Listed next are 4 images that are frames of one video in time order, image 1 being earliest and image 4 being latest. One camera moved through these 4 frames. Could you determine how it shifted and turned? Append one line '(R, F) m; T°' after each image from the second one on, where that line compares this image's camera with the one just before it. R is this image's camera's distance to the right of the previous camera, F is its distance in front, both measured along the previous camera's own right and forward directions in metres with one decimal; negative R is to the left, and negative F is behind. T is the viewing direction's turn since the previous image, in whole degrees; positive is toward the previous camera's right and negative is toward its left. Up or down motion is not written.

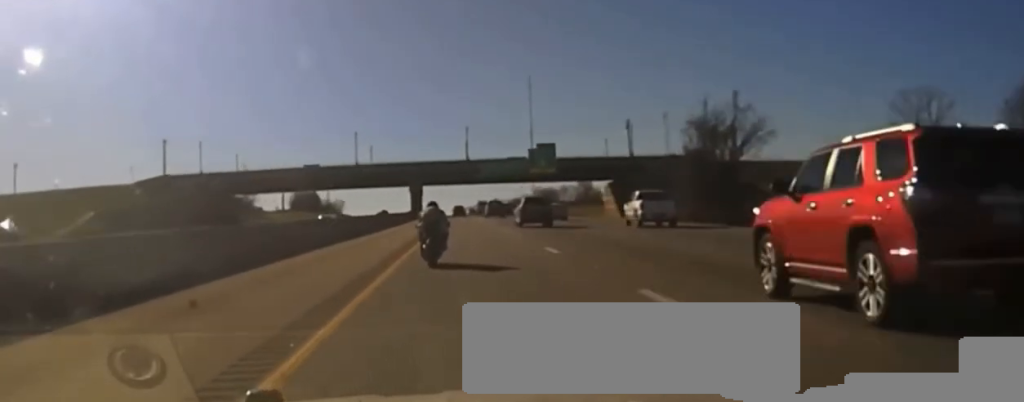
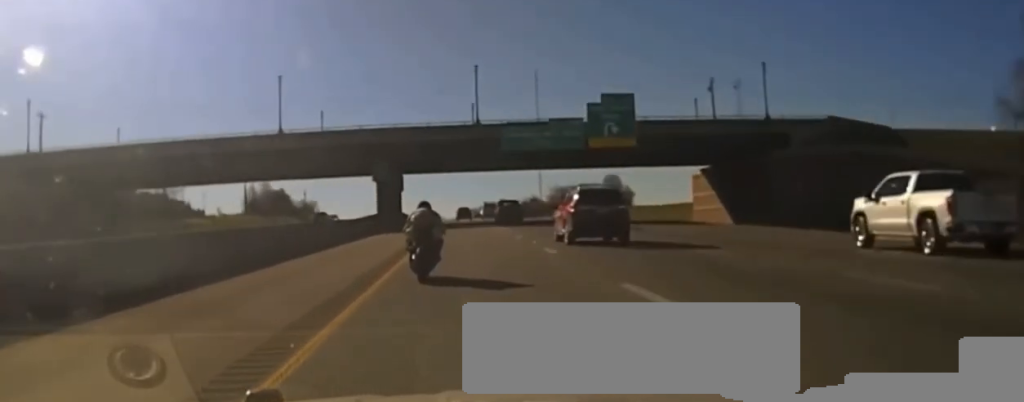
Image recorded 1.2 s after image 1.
(0.0, +60.5) m; 0°
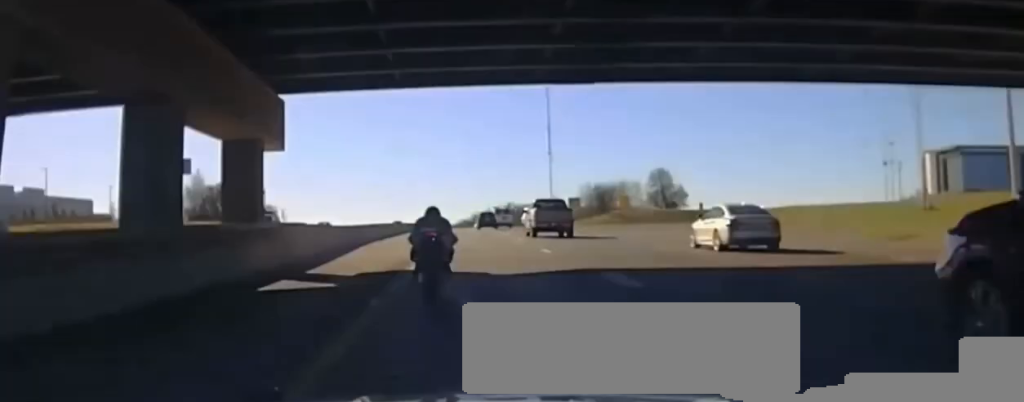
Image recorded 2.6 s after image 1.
(0.0, +69.3) m; 0°
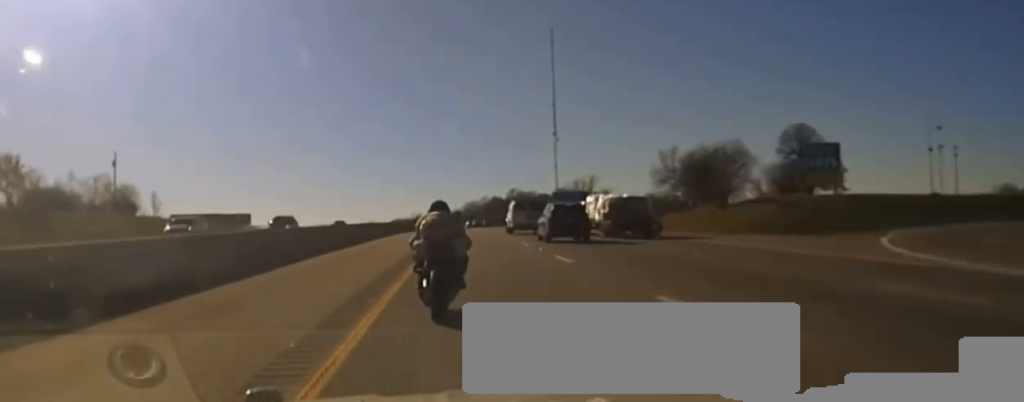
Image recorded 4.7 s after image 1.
(+0.1, +101.5) m; 0°
